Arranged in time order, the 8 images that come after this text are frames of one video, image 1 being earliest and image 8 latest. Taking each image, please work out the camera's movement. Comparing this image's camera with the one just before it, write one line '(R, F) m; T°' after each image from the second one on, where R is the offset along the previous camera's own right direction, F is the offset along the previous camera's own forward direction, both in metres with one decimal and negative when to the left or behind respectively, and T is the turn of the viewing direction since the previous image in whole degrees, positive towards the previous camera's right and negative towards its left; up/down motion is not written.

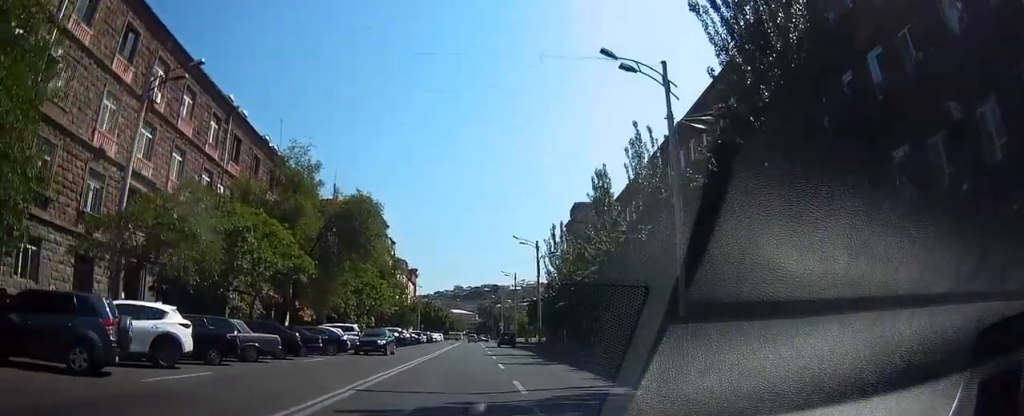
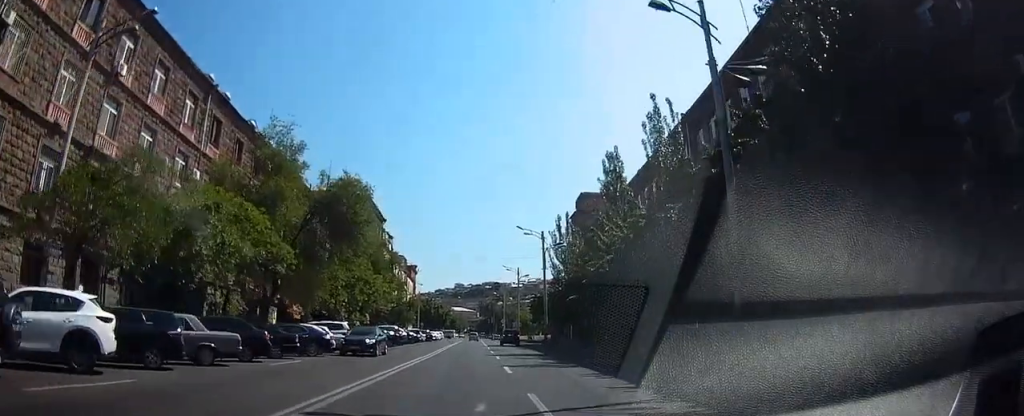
(+0.1, +3.4) m; 0°
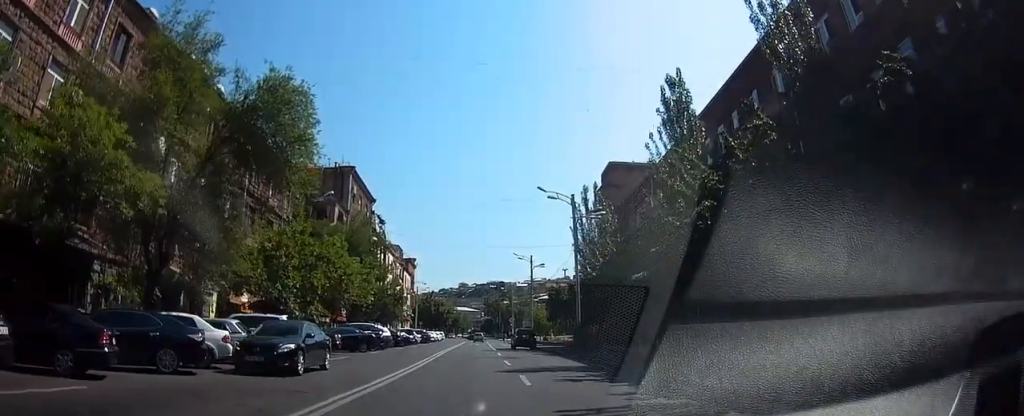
(-0.2, +12.0) m; -1°
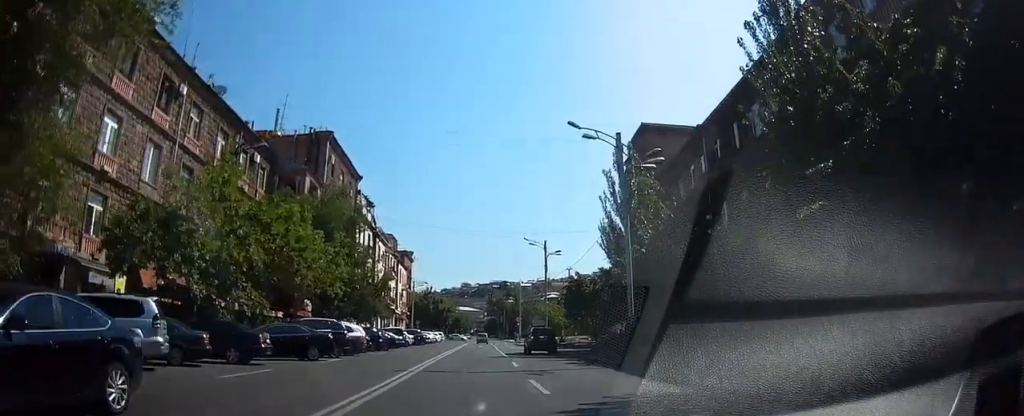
(+0.1, +11.2) m; +1°
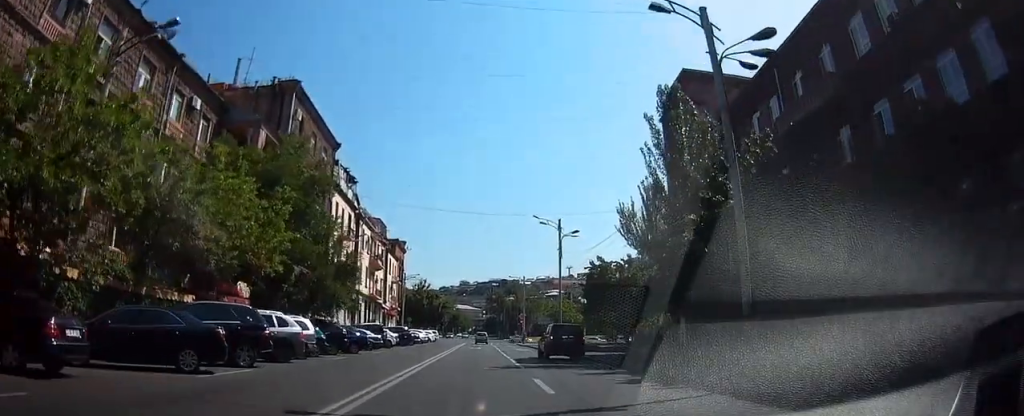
(0.0, +11.0) m; -2°
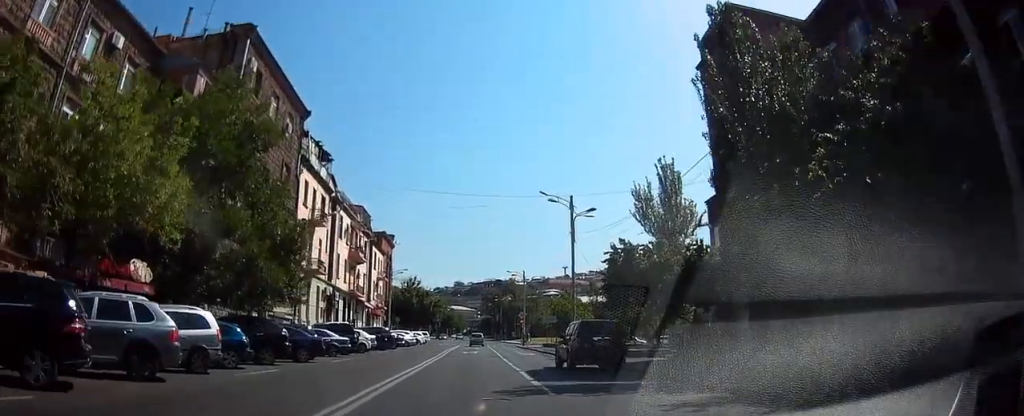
(-0.3, +9.4) m; -2°
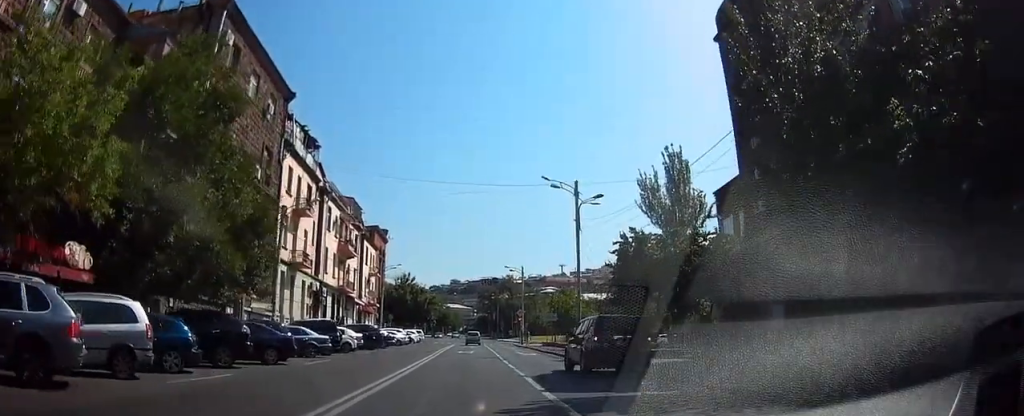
(0.0, +3.8) m; 0°
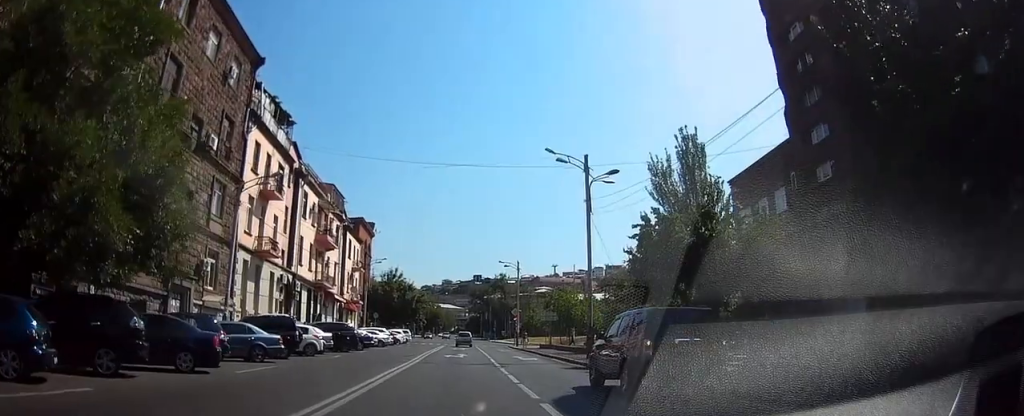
(0.0, +6.7) m; +1°
